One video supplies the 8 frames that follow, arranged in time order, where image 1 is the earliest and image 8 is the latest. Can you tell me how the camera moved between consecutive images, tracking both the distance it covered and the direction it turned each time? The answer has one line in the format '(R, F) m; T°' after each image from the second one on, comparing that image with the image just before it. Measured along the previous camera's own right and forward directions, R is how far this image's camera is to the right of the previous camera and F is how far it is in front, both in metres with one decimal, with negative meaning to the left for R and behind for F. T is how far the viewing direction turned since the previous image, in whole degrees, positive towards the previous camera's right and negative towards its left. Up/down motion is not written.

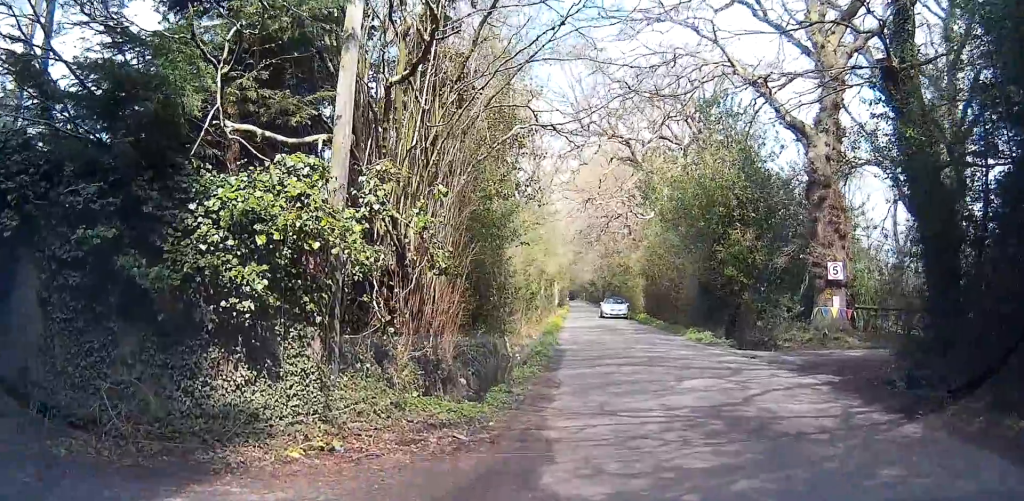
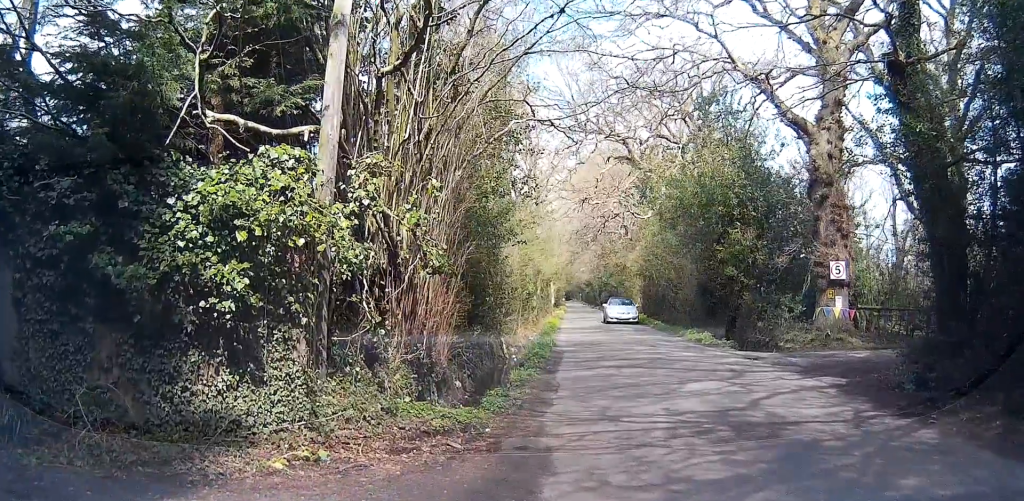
(0.0, +0.3) m; 0°
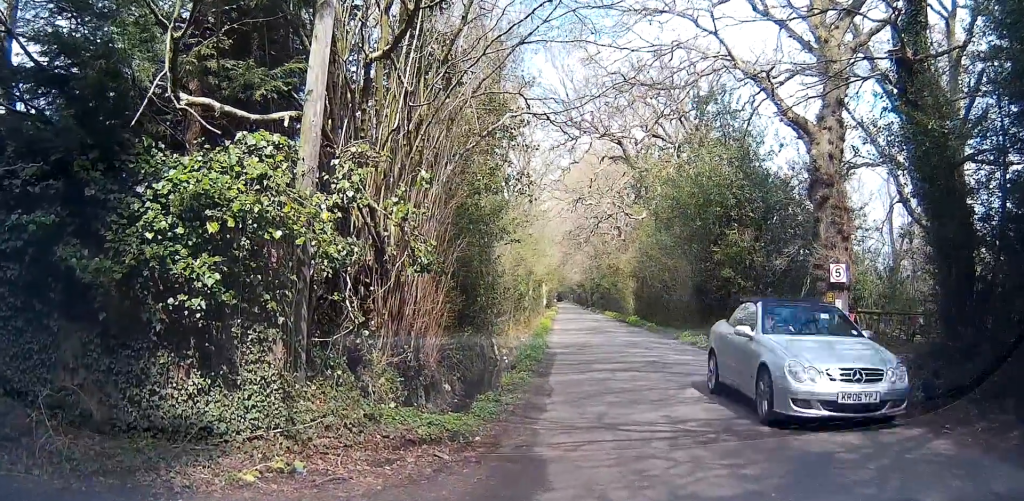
(+0.4, +0.5) m; 0°
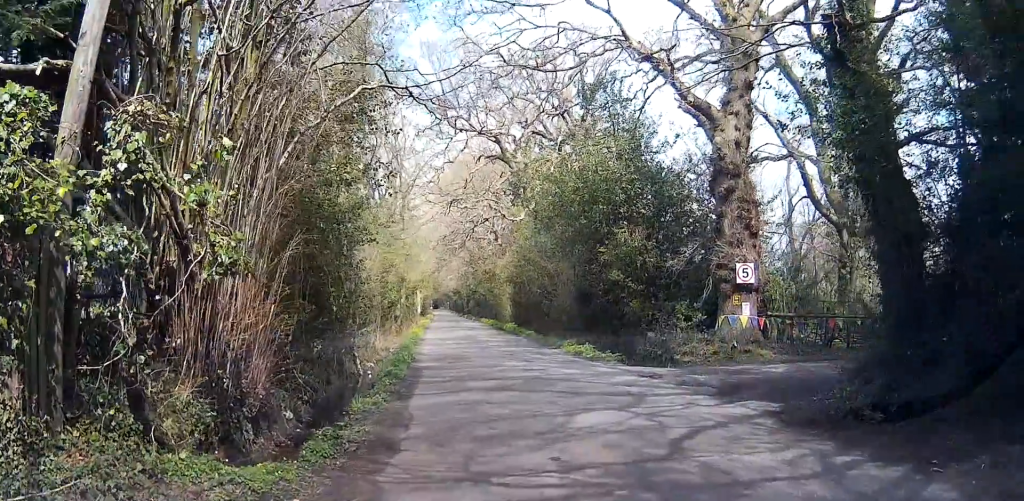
(+0.1, +1.2) m; -1°
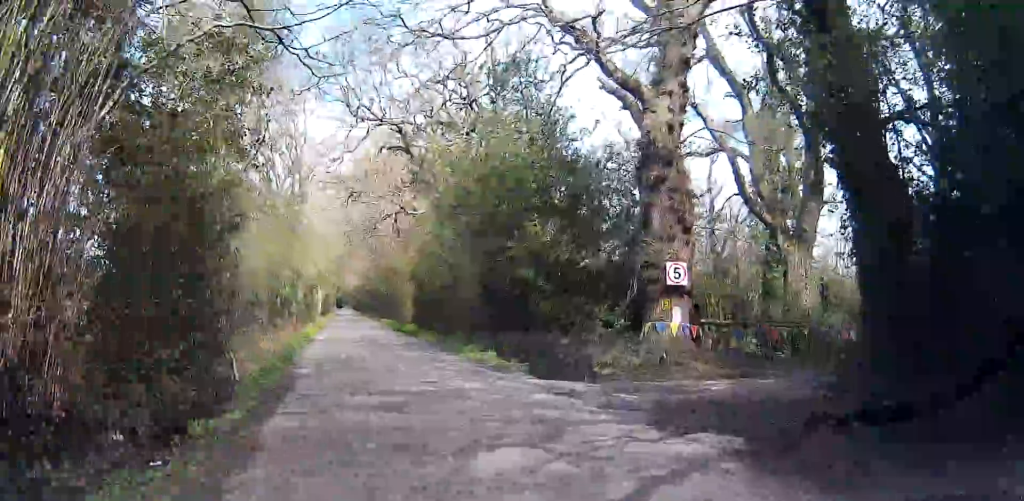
(0.0, +1.1) m; -3°
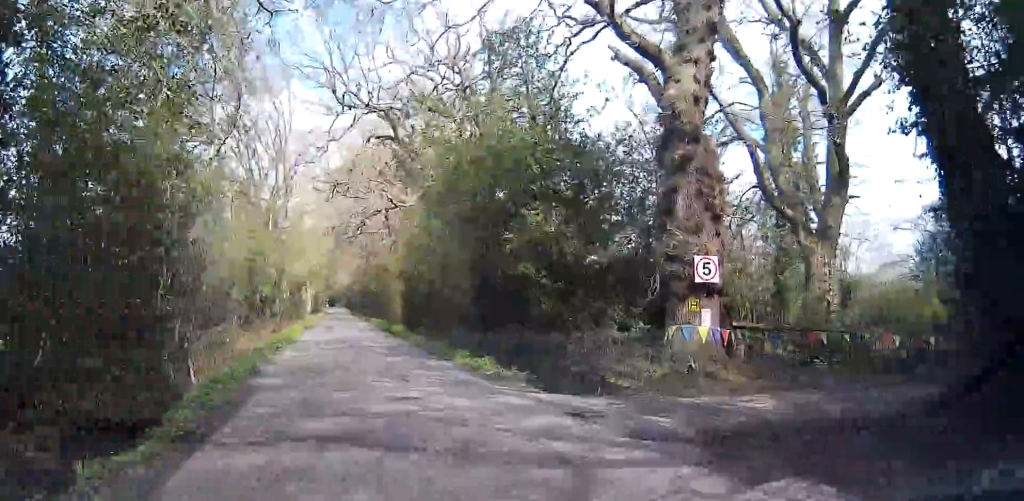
(0.0, +1.2) m; -8°
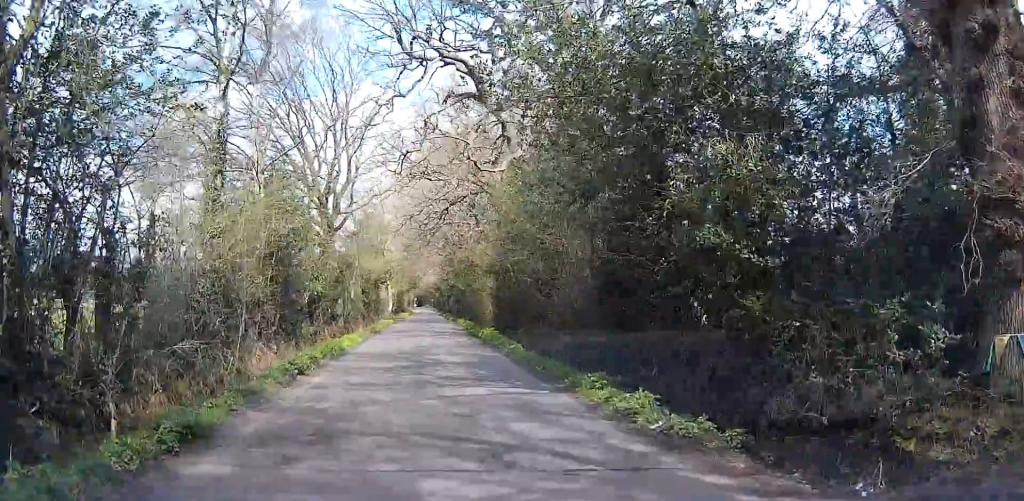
(-0.6, +4.4) m; -8°
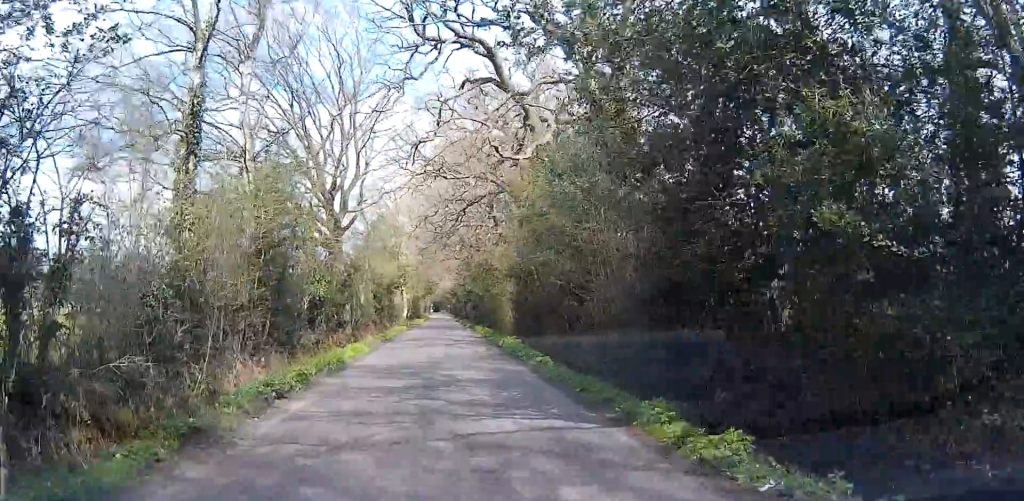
(+0.1, +2.2) m; +1°
